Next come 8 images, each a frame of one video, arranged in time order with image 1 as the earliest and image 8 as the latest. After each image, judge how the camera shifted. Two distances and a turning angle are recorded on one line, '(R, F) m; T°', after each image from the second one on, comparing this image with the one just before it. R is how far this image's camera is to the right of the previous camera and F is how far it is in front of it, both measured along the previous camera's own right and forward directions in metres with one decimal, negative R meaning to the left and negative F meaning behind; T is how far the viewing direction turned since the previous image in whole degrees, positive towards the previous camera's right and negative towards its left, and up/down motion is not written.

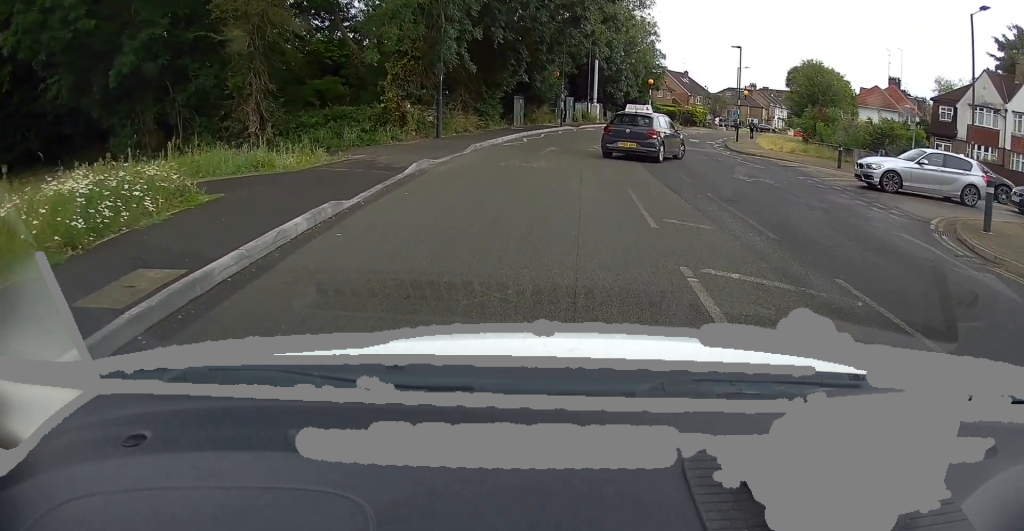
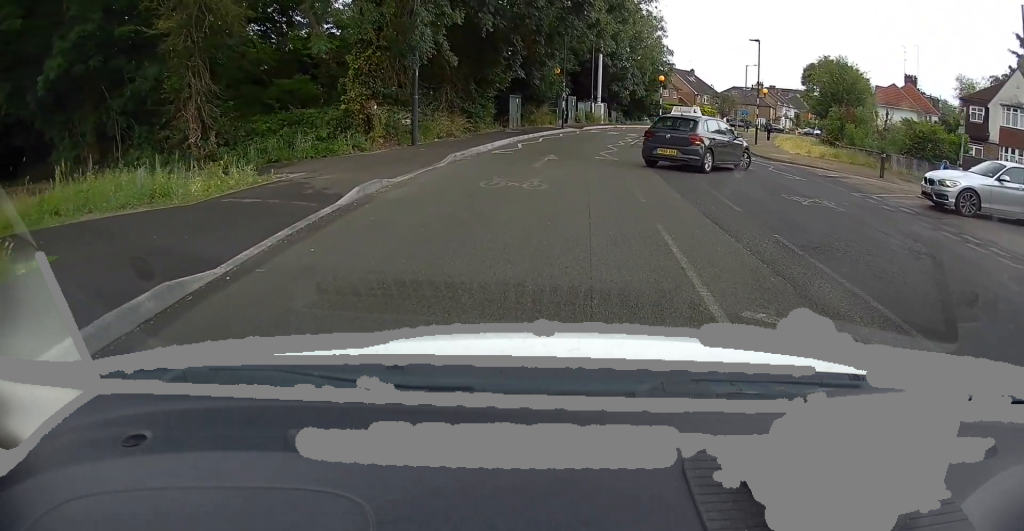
(-0.1, +3.7) m; -1°
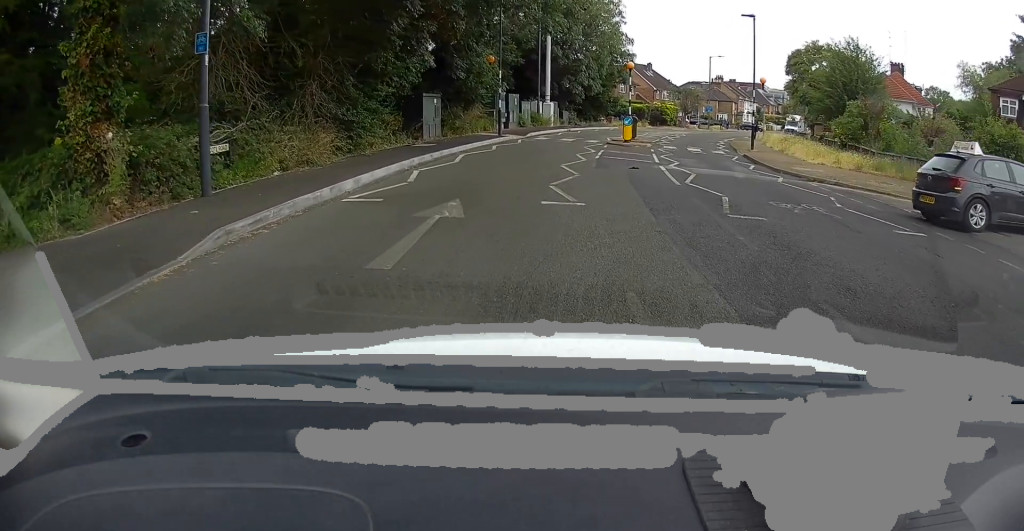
(+0.3, +9.0) m; +6°
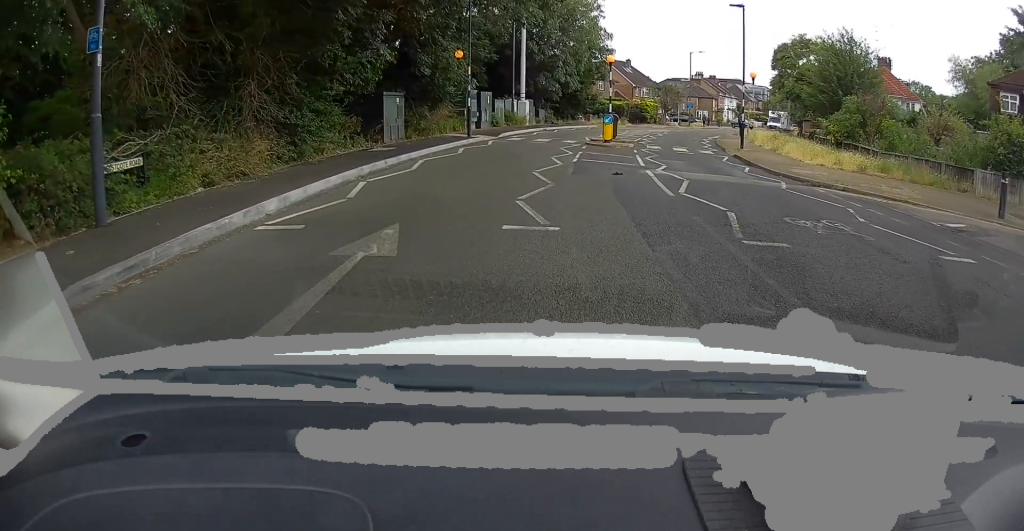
(0.0, +2.0) m; +6°
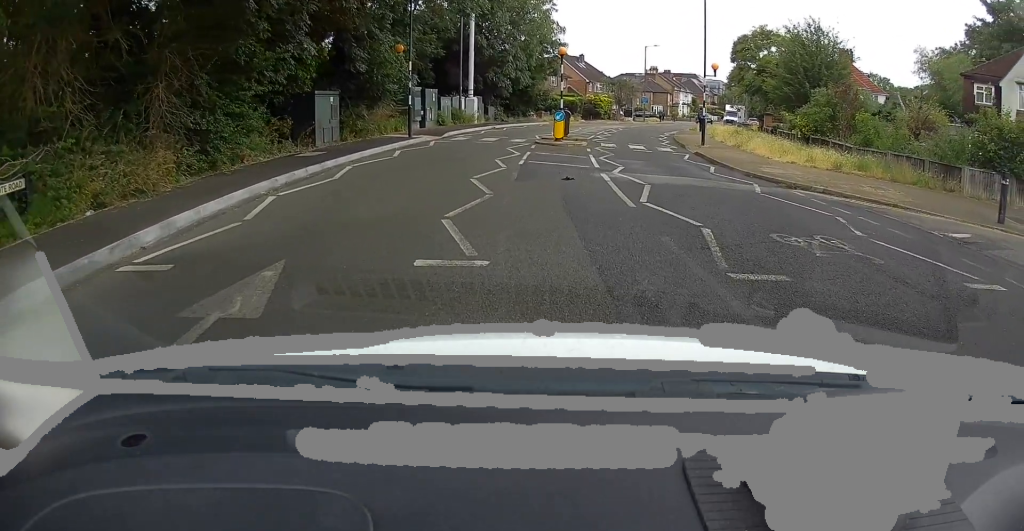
(+0.1, +1.8) m; +10°
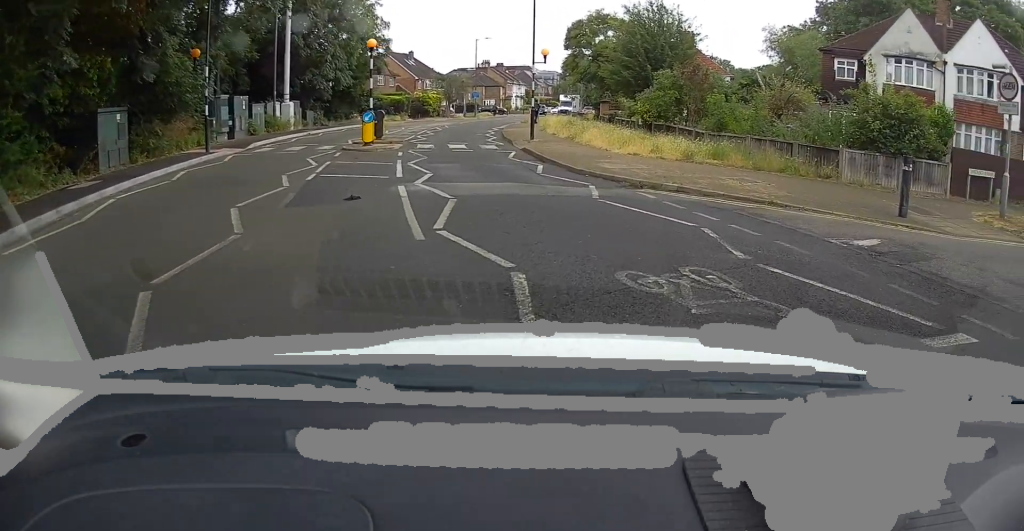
(+0.4, +2.6) m; +22°
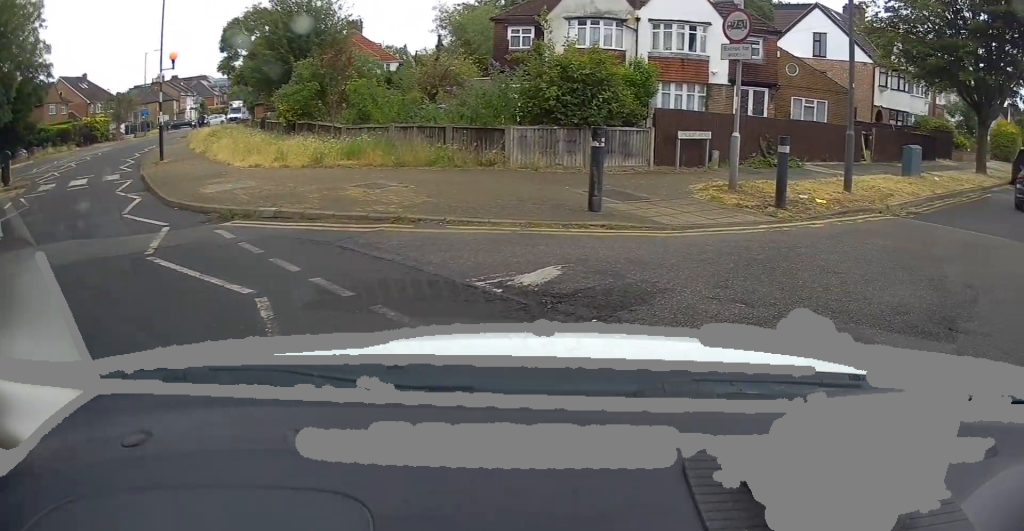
(+0.8, +3.3) m; +24°
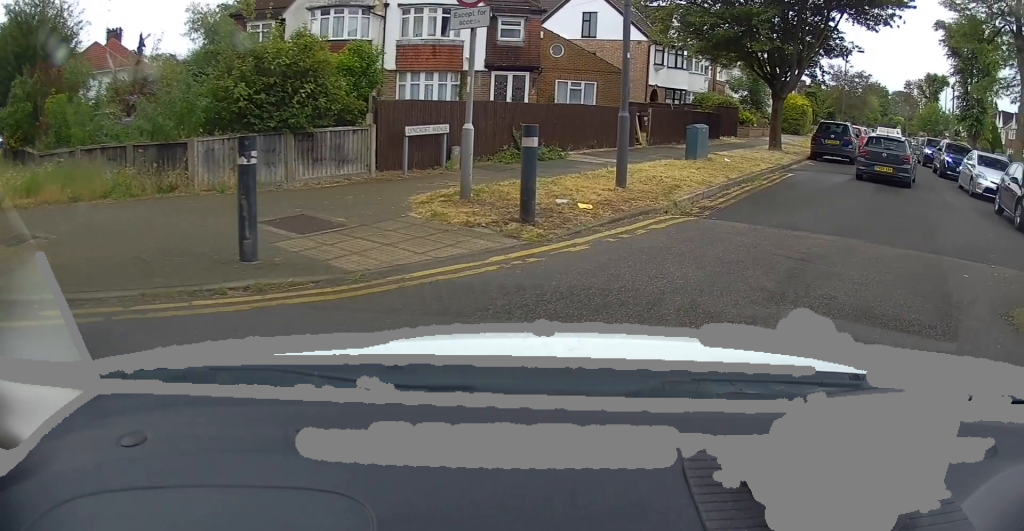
(+0.3, +2.7) m; +15°
